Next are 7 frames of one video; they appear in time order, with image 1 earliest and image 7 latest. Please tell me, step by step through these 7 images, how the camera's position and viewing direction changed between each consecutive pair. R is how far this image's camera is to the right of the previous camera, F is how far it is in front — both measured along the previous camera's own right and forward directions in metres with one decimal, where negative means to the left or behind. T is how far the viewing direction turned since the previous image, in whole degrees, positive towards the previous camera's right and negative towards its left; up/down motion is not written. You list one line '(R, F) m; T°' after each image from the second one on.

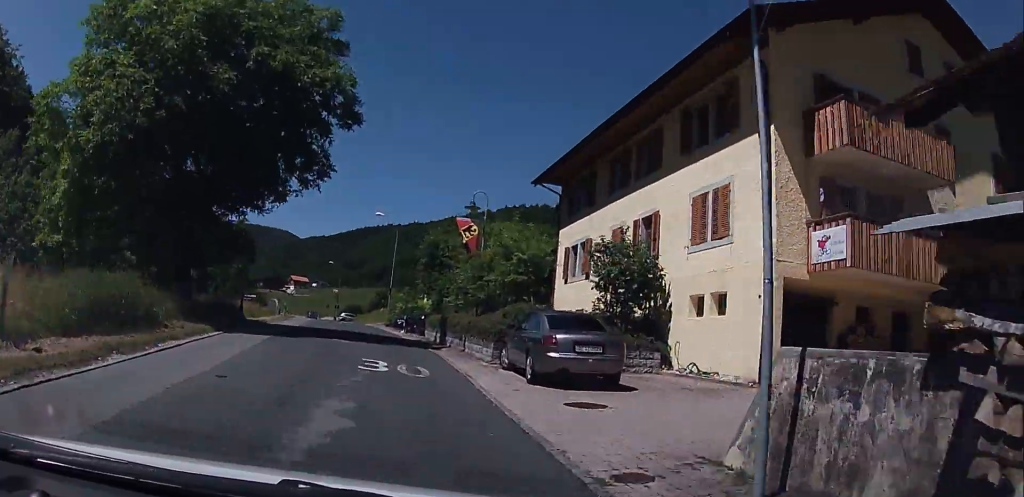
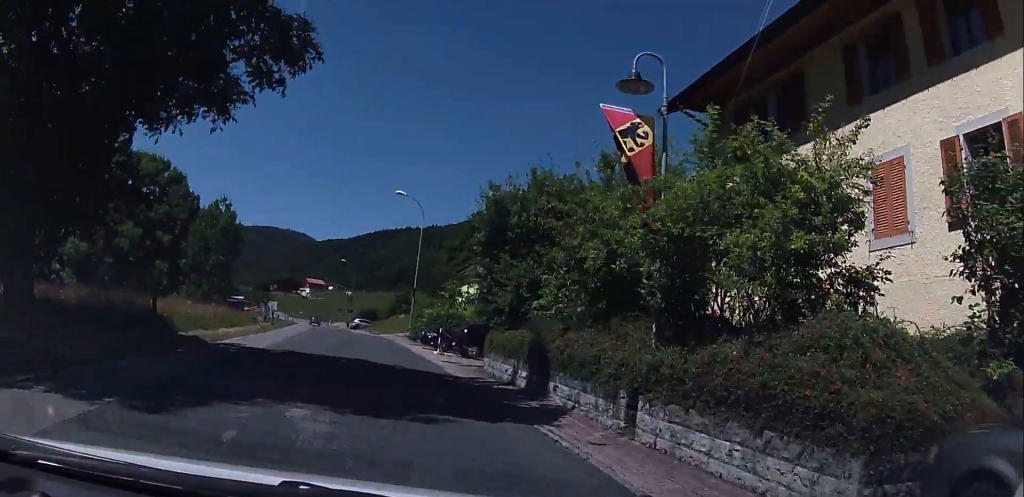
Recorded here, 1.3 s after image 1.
(+0.3, +12.7) m; -1°
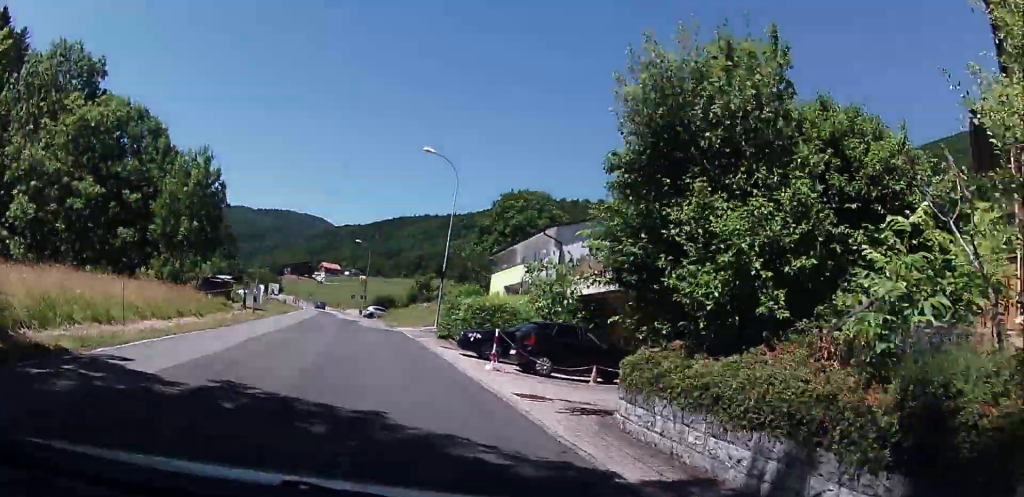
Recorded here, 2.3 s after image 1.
(-0.3, +9.4) m; -2°
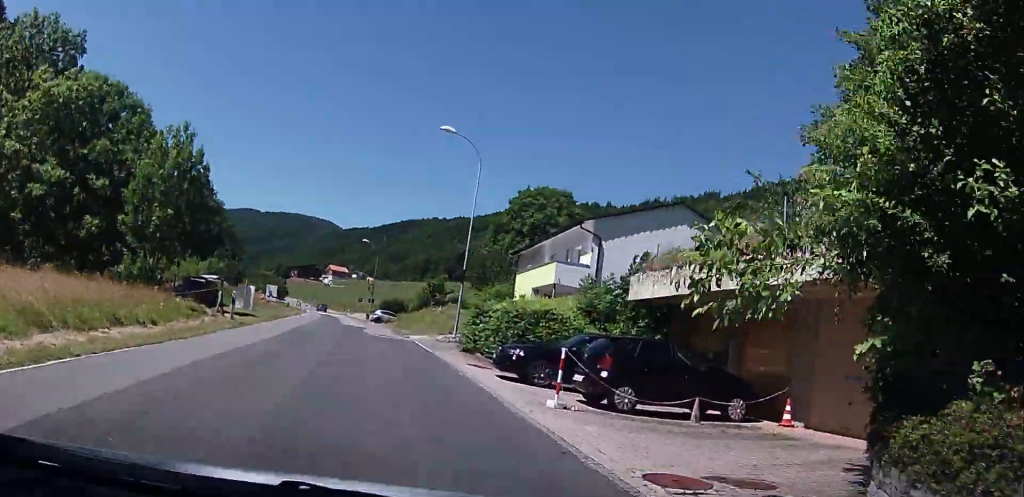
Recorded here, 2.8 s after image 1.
(0.0, +5.2) m; 0°
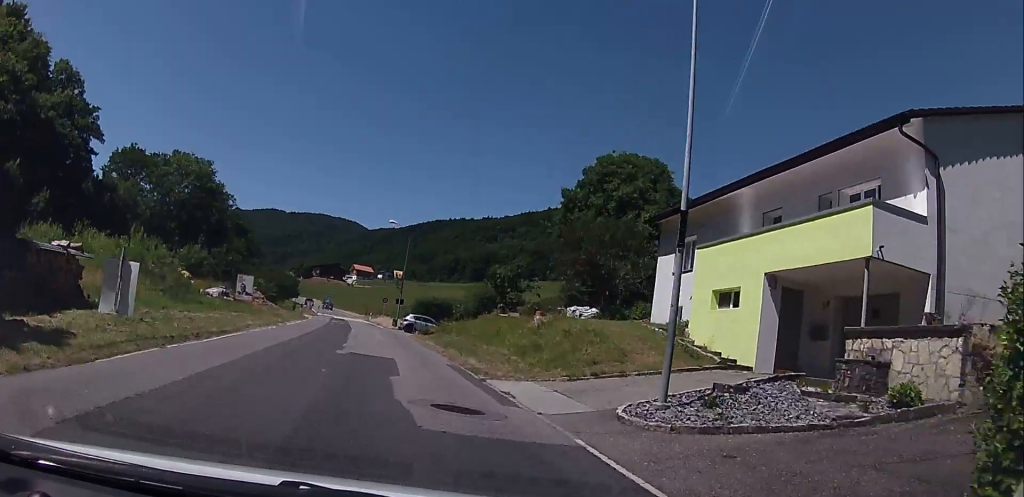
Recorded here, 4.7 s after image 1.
(-0.6, +19.4) m; -4°
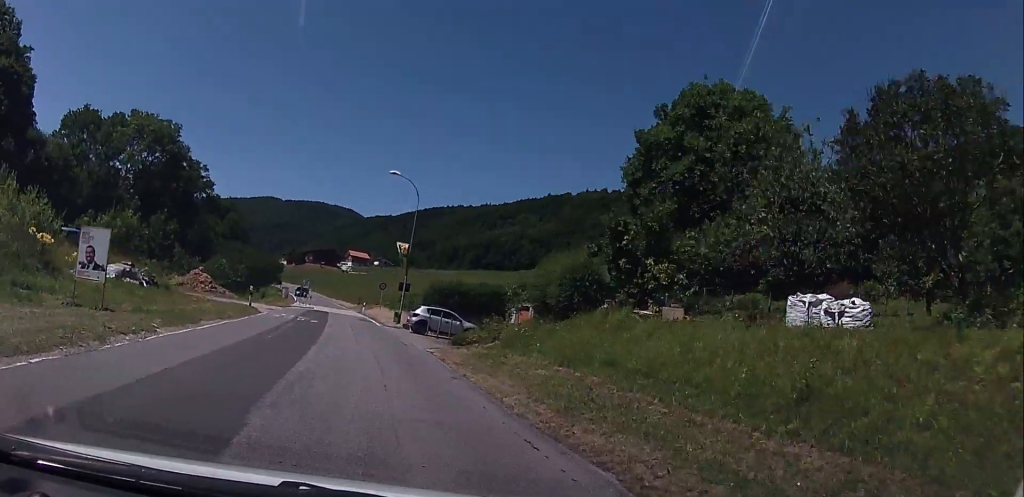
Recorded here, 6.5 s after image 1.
(+0.2, +18.5) m; +1°
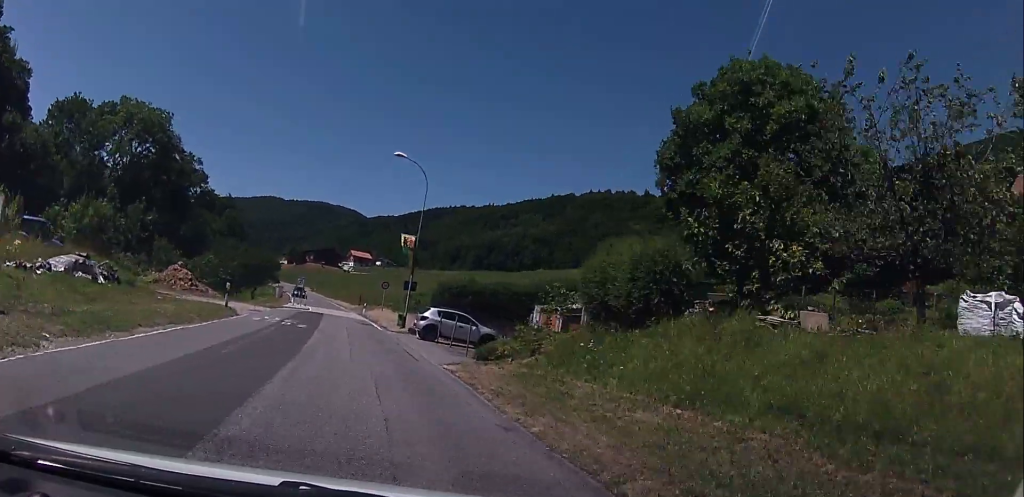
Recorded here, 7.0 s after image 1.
(+0.1, +5.5) m; 0°
